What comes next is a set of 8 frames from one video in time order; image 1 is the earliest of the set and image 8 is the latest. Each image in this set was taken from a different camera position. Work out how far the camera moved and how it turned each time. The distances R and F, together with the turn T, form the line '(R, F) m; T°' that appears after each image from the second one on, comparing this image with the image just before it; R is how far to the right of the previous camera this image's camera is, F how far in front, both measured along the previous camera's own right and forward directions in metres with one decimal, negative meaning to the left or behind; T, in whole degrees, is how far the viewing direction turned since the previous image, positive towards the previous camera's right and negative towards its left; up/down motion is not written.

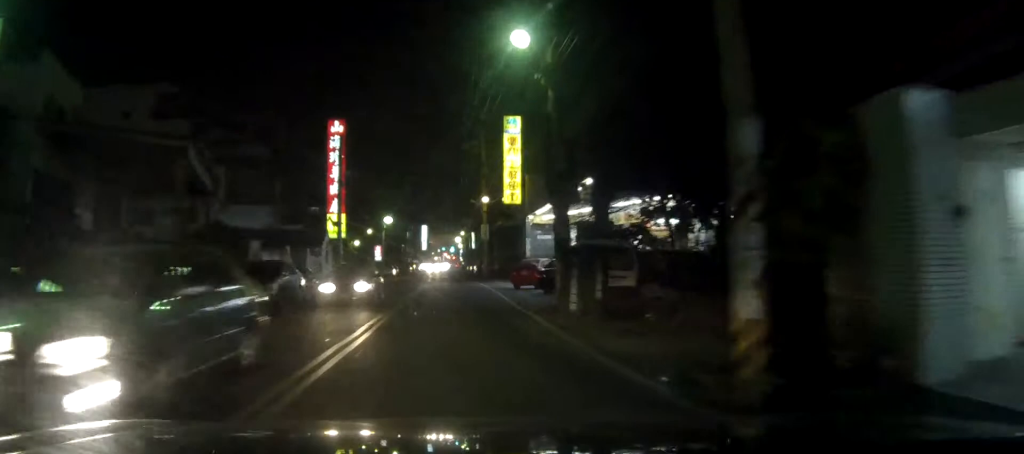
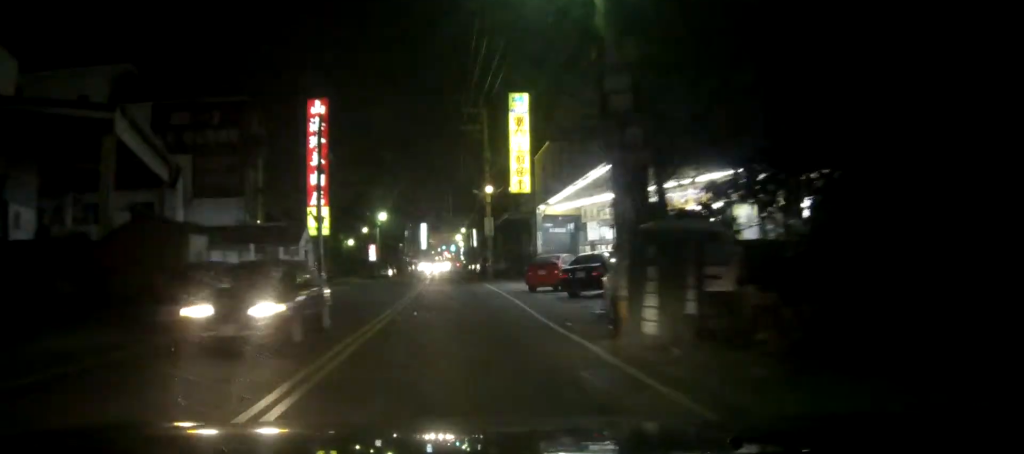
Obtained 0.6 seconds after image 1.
(0.0, +6.0) m; -1°
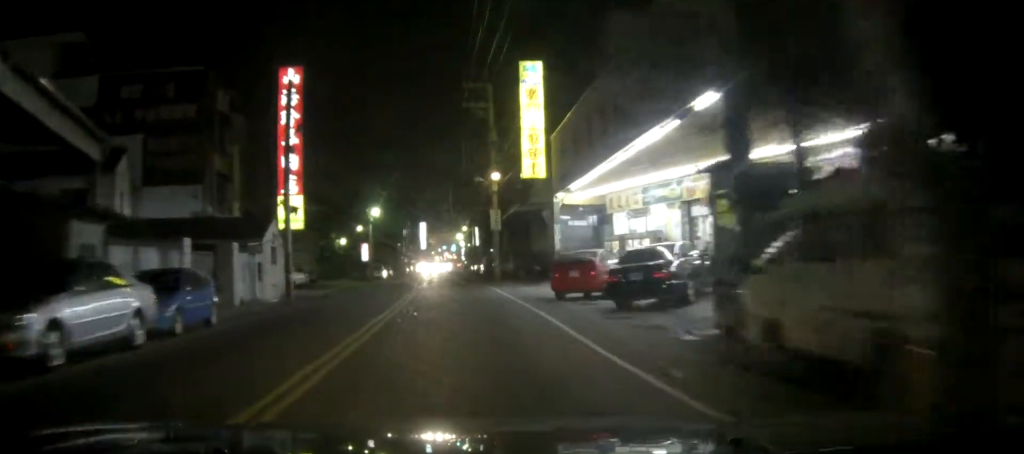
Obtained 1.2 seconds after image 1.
(-0.2, +6.8) m; 0°
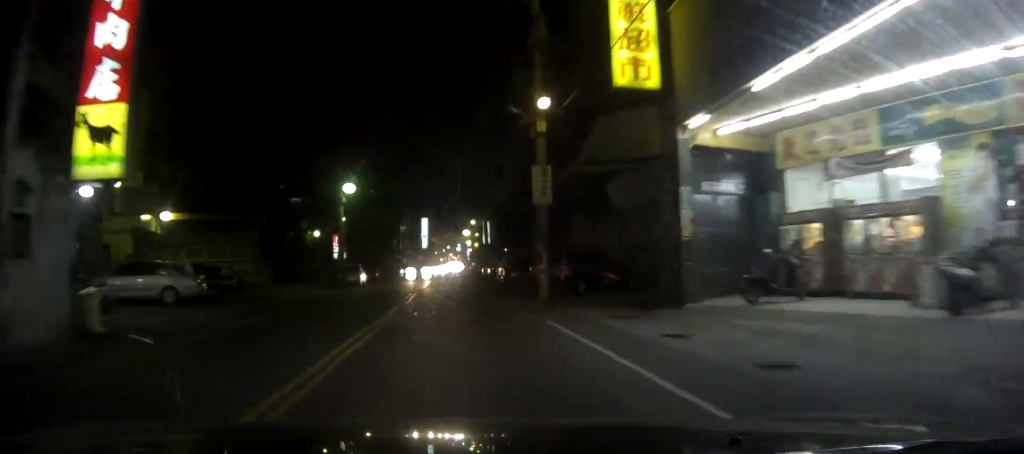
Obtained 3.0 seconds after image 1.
(+0.3, +18.8) m; +1°
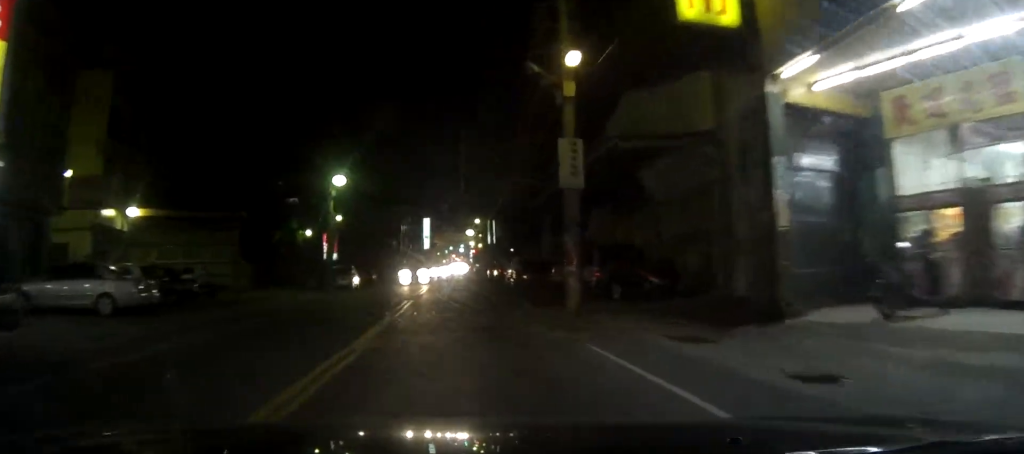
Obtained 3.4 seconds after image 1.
(+0.1, +4.9) m; 0°
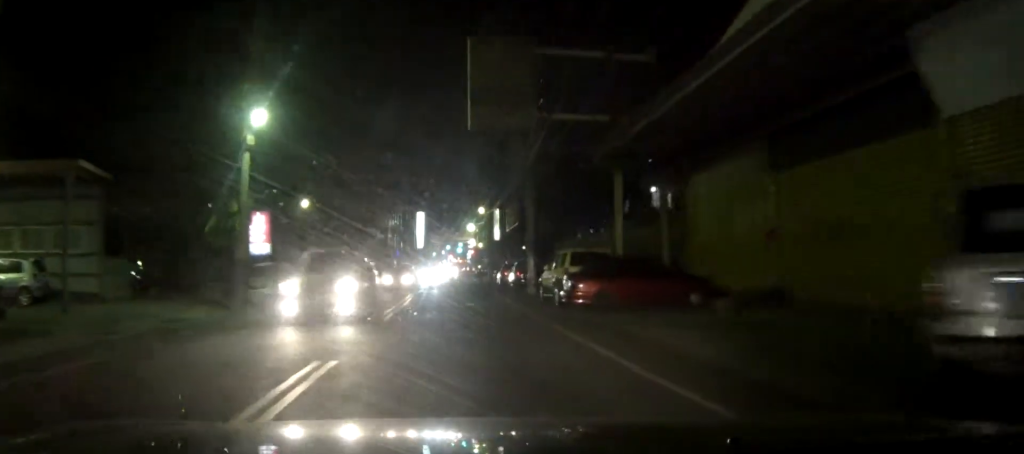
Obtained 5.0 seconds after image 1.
(-0.2, +16.2) m; +1°
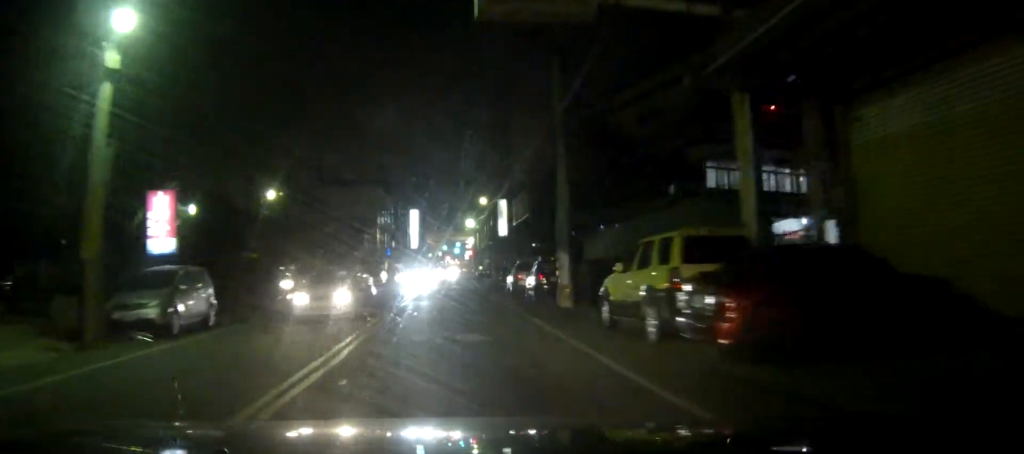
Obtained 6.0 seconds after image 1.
(+0.2, +9.8) m; +1°
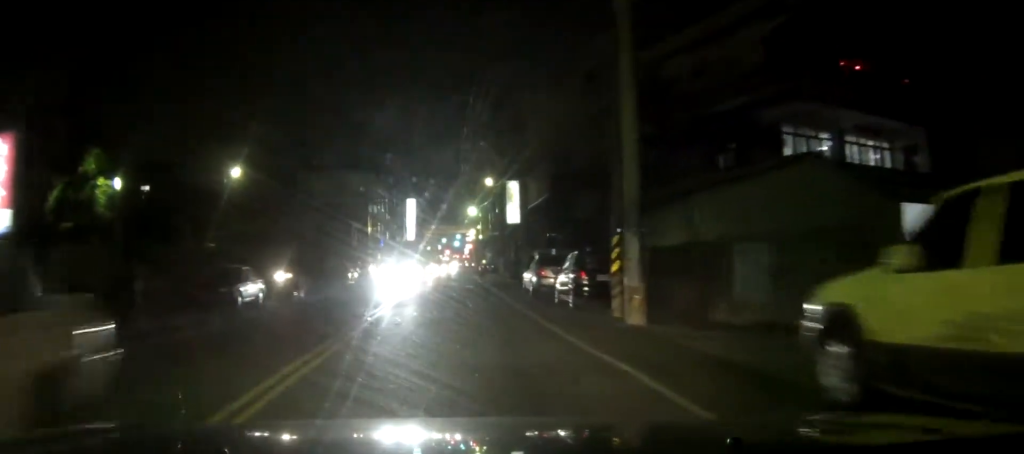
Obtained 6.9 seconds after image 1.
(0.0, +8.0) m; -1°
